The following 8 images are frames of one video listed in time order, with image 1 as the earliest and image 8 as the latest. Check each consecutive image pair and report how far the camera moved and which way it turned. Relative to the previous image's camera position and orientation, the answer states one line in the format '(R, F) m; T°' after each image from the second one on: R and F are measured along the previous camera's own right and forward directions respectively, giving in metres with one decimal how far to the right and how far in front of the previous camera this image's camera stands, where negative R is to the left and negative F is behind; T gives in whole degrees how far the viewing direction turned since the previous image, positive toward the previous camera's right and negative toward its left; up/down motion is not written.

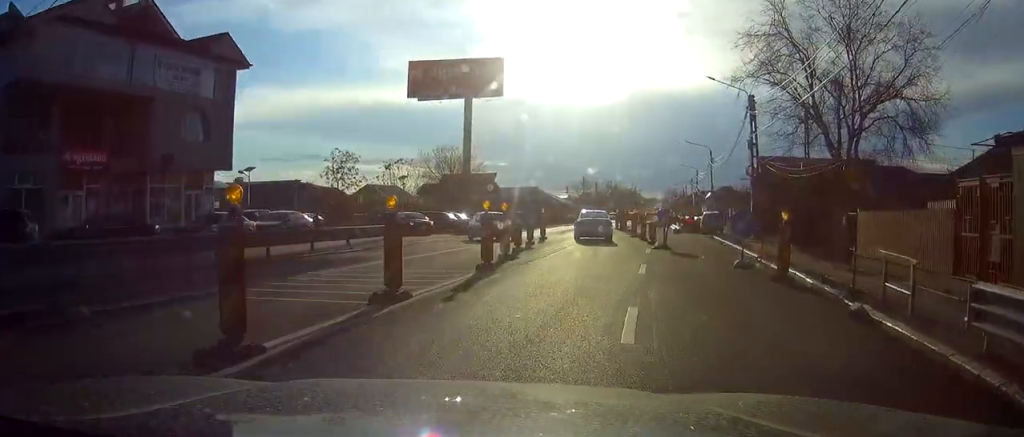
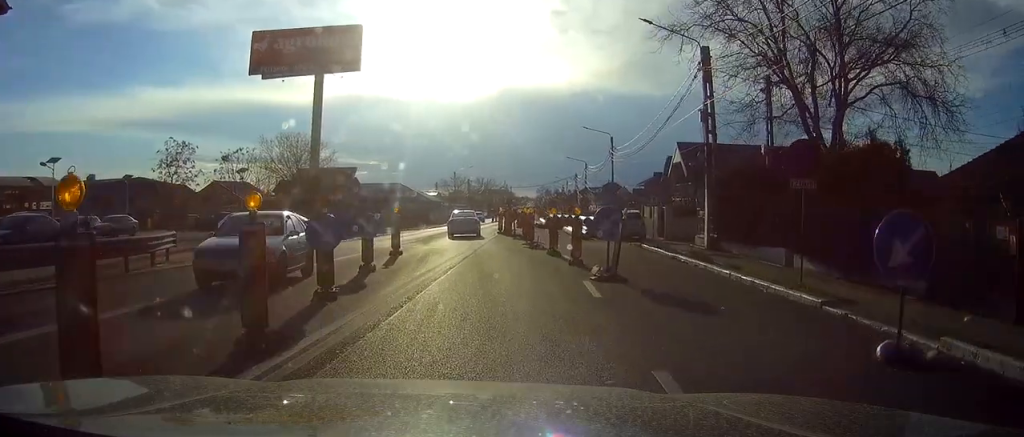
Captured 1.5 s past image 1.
(+1.0, +12.8) m; +8°
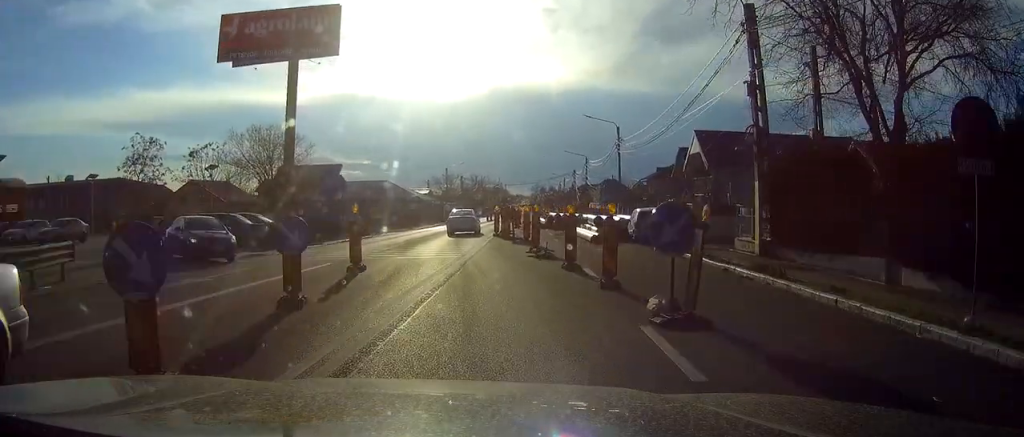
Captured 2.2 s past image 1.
(+0.2, +6.2) m; +2°
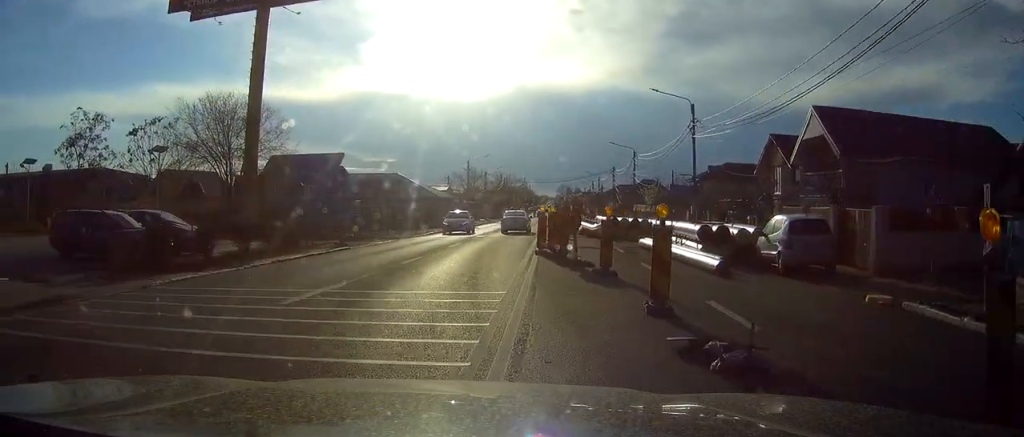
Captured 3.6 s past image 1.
(-0.1, +14.7) m; -1°
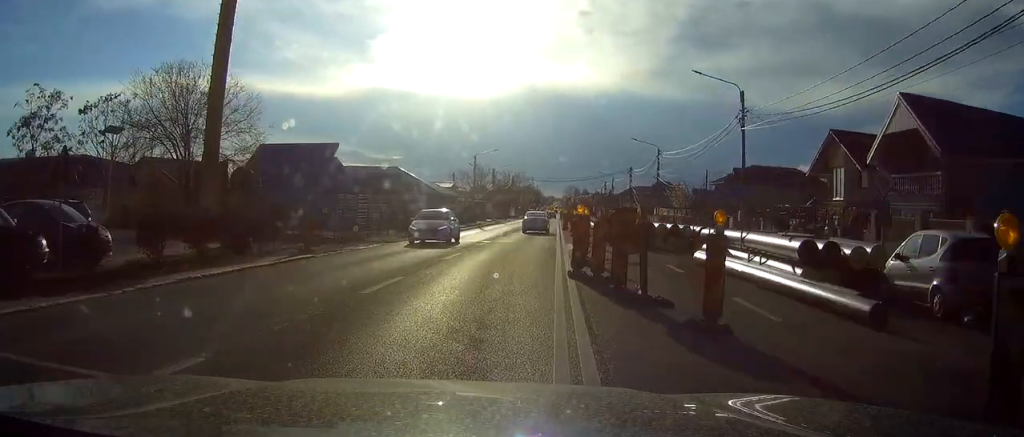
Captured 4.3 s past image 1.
(0.0, +7.3) m; -1°
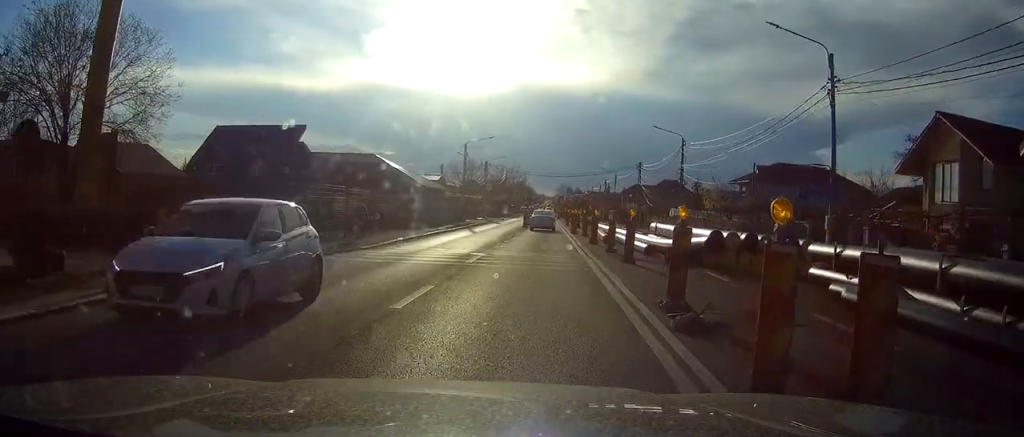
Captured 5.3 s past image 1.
(-0.1, +10.7) m; +1°
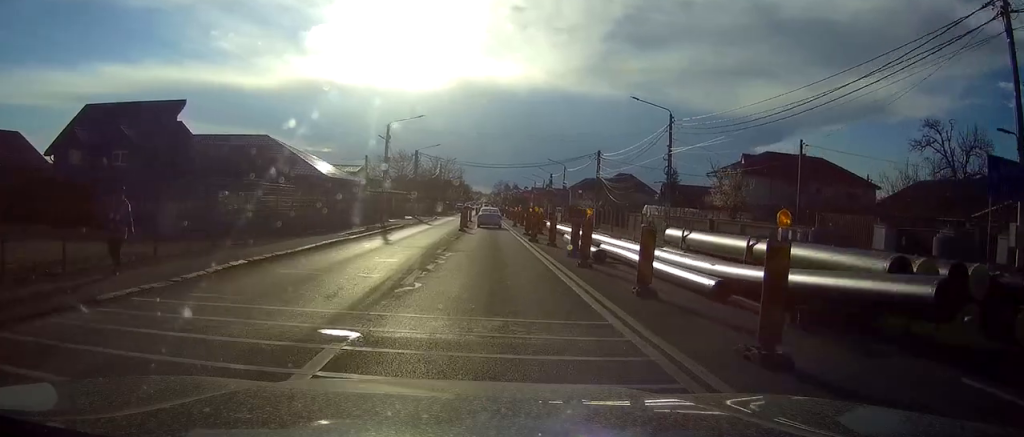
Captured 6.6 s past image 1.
(+0.5, +13.9) m; +4°
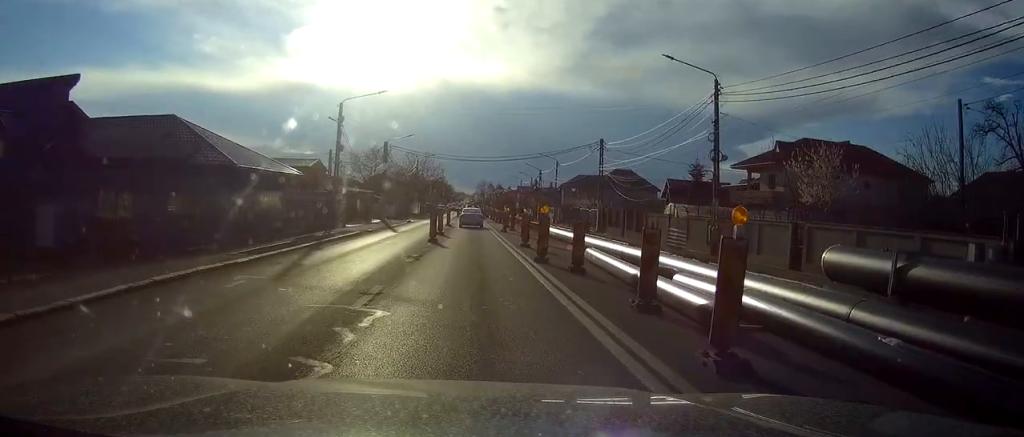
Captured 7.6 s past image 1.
(+0.3, +11.6) m; +2°
